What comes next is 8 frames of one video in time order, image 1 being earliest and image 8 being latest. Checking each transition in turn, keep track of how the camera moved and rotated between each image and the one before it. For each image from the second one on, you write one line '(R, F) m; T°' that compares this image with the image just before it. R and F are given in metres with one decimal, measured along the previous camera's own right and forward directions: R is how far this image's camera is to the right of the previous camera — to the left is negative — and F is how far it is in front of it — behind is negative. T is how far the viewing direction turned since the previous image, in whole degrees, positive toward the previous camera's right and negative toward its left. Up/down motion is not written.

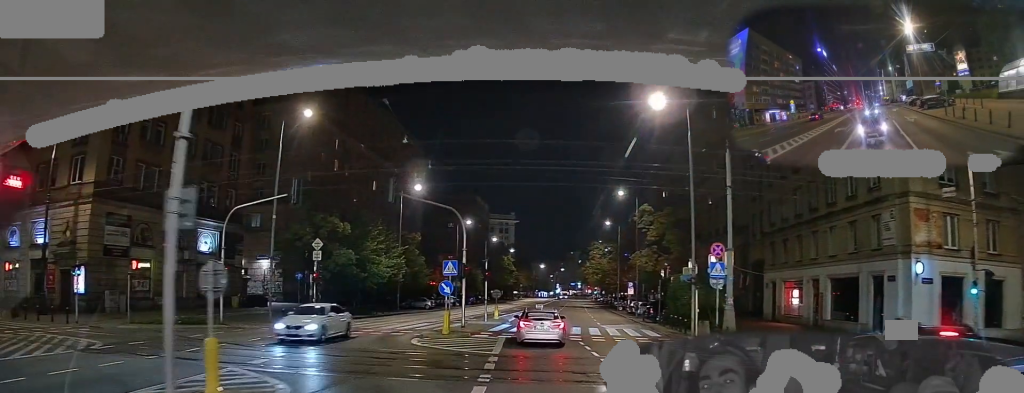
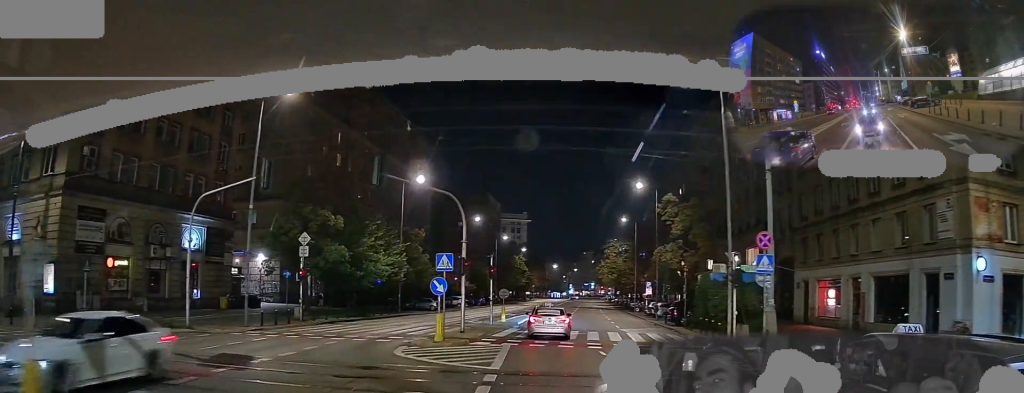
(-0.1, +4.0) m; -1°
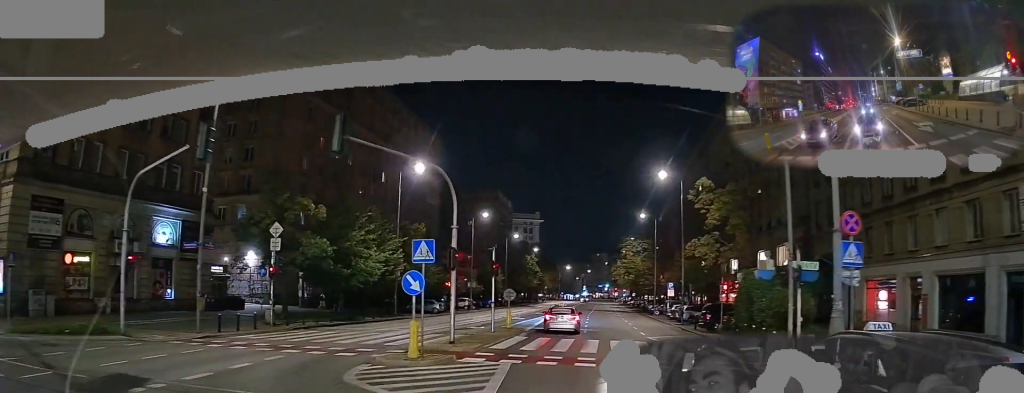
(-0.1, +5.5) m; -1°
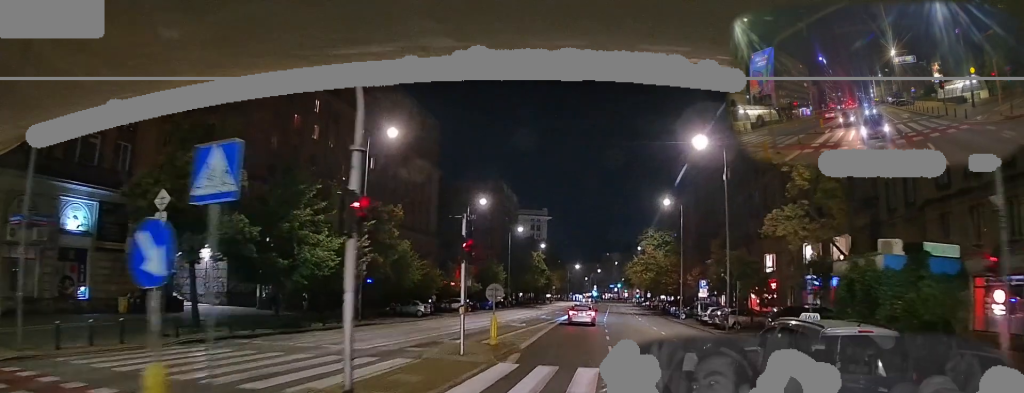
(-0.4, +9.8) m; -4°
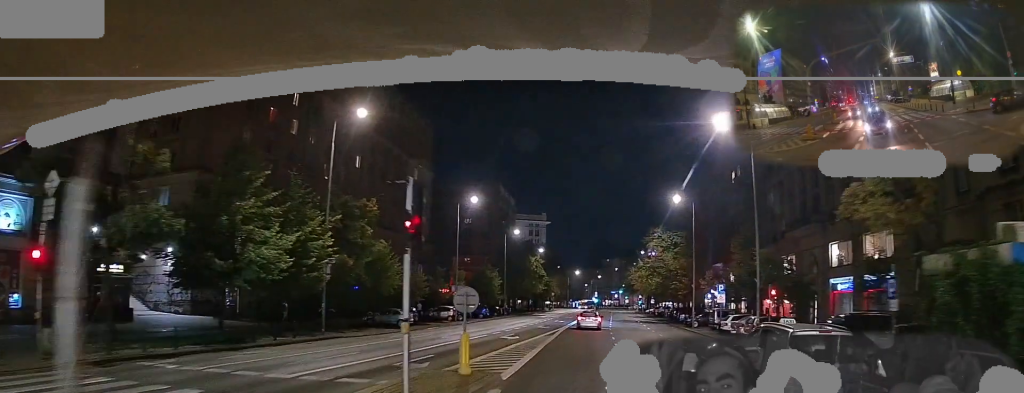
(+0.1, +5.5) m; +1°
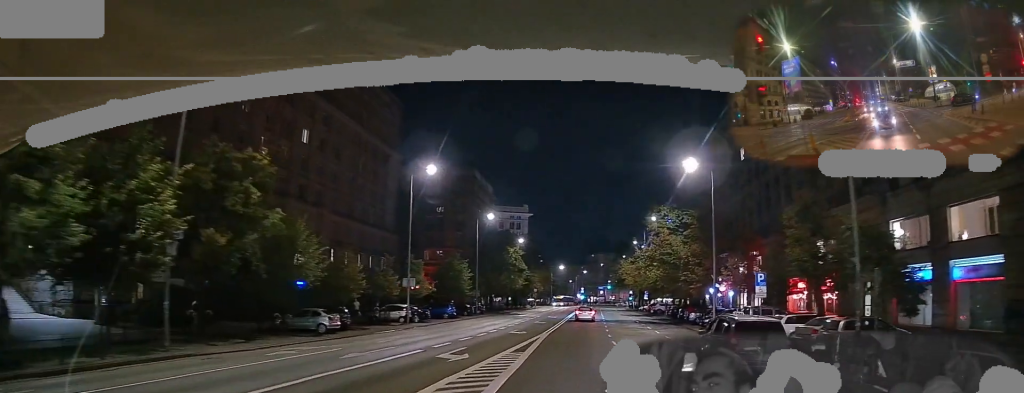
(+0.1, +11.3) m; +1°
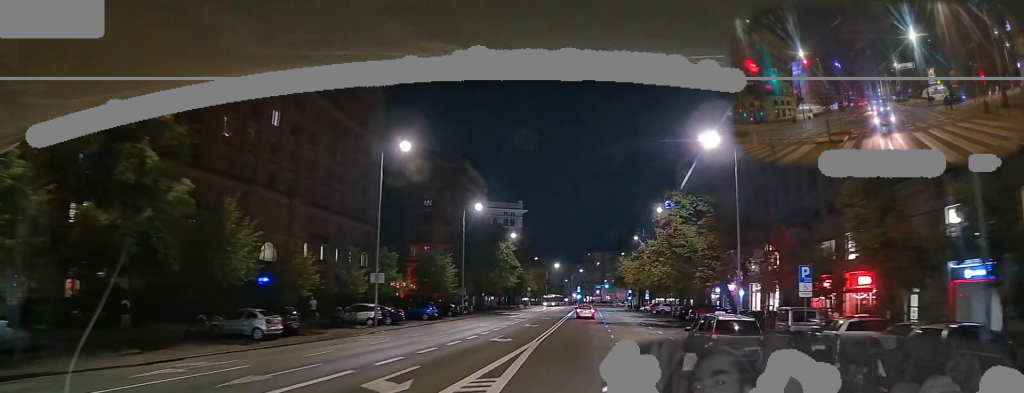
(0.0, +6.2) m; +1°
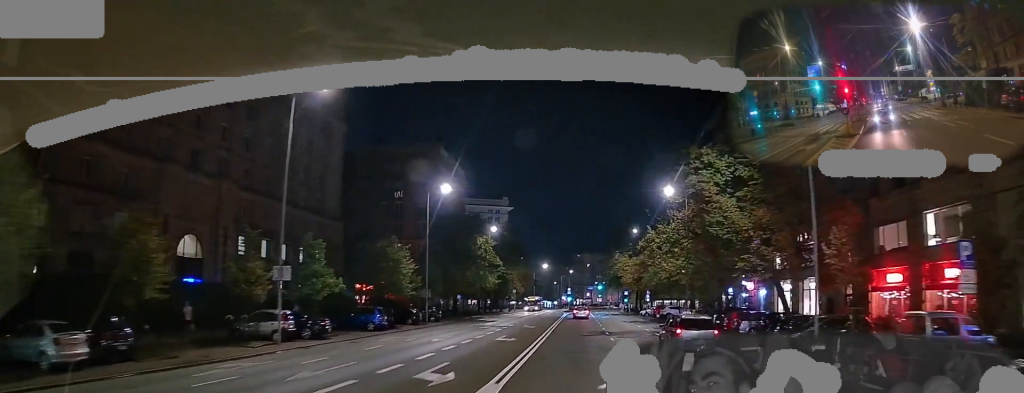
(+0.2, +12.4) m; 0°
